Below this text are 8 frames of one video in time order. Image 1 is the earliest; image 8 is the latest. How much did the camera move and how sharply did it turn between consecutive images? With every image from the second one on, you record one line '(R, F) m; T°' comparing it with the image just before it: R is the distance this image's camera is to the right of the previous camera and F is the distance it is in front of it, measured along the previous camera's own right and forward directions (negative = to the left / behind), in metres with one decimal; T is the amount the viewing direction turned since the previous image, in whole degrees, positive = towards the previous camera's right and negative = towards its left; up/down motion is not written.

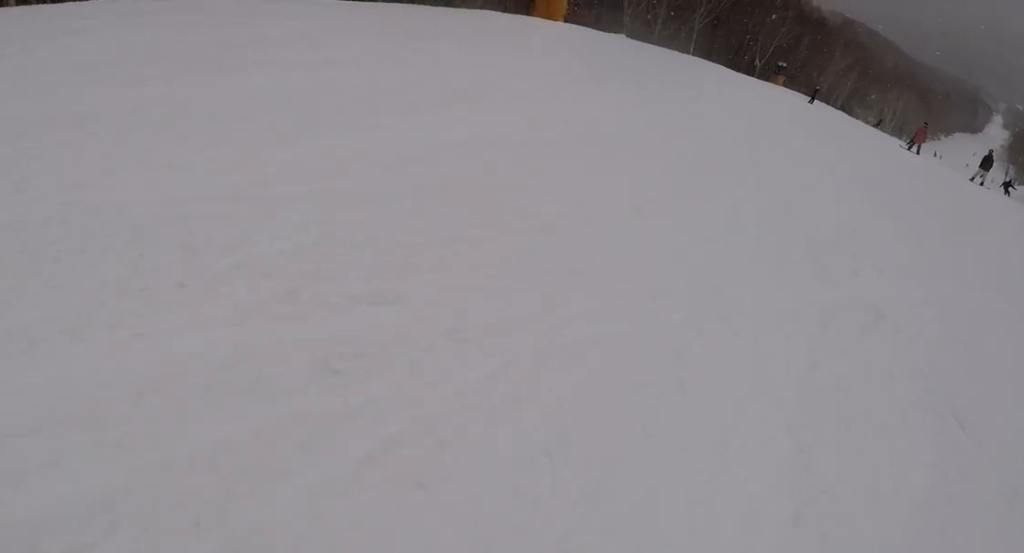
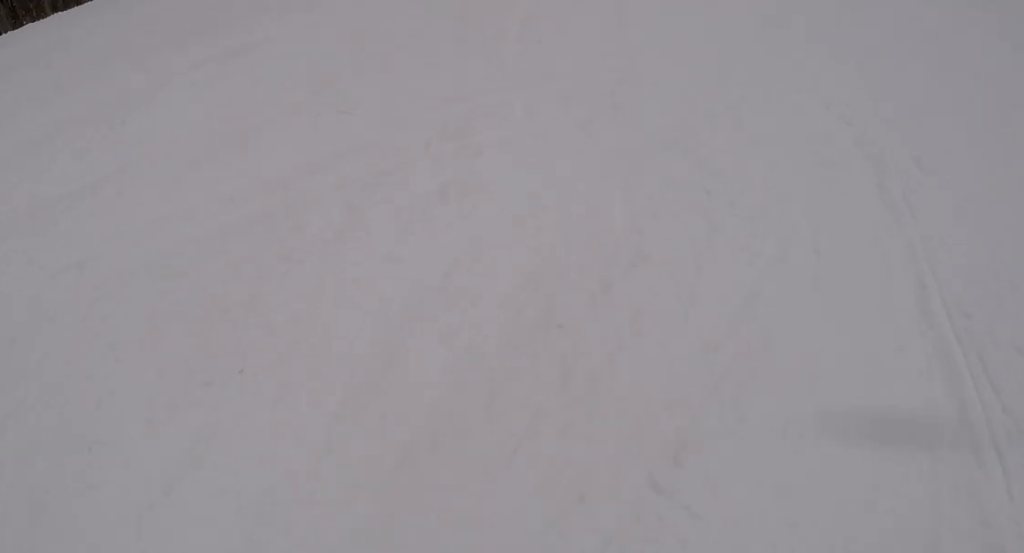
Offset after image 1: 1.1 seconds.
(+0.8, +5.3) m; +9°
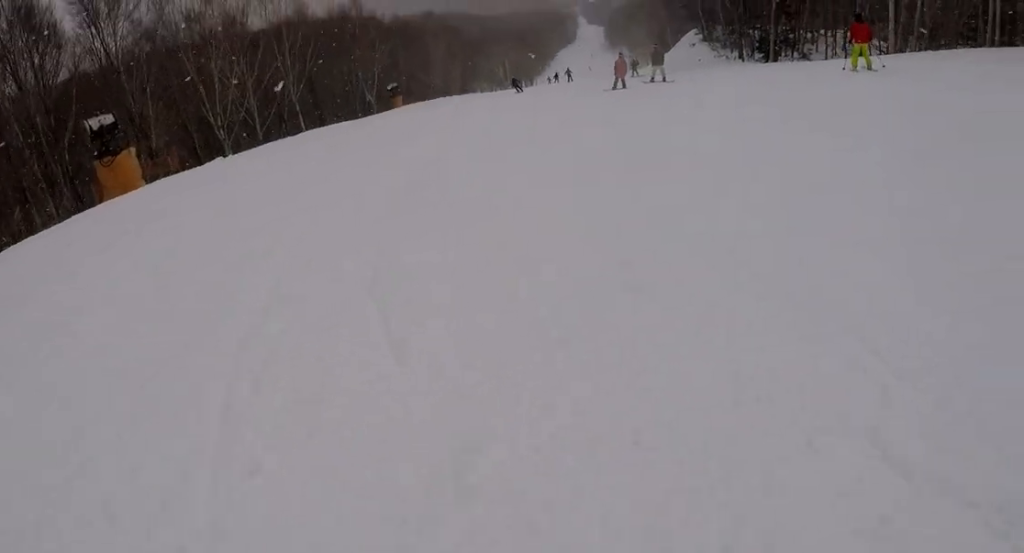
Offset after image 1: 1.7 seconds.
(+0.5, +3.2) m; 0°
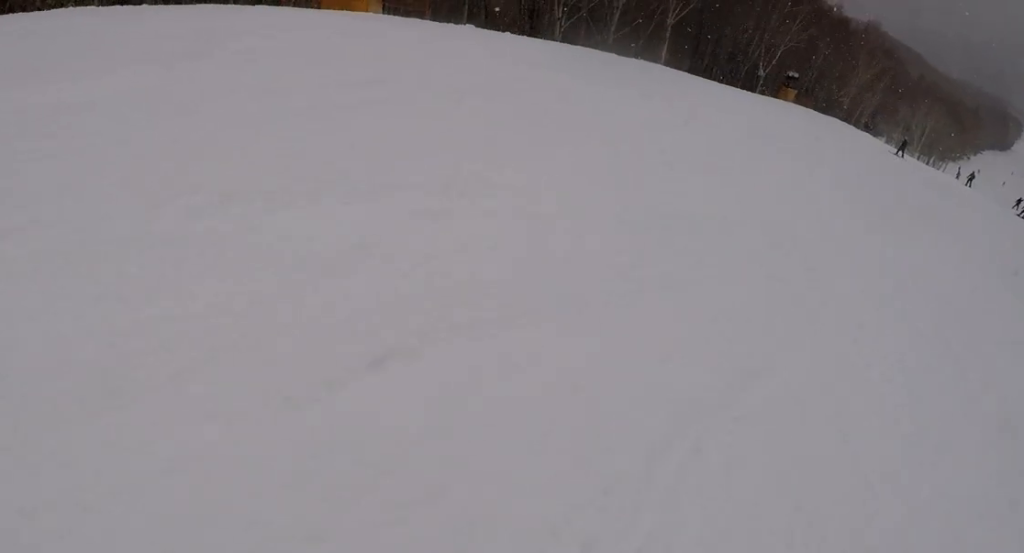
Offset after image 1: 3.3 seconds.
(-0.1, +8.5) m; 0°
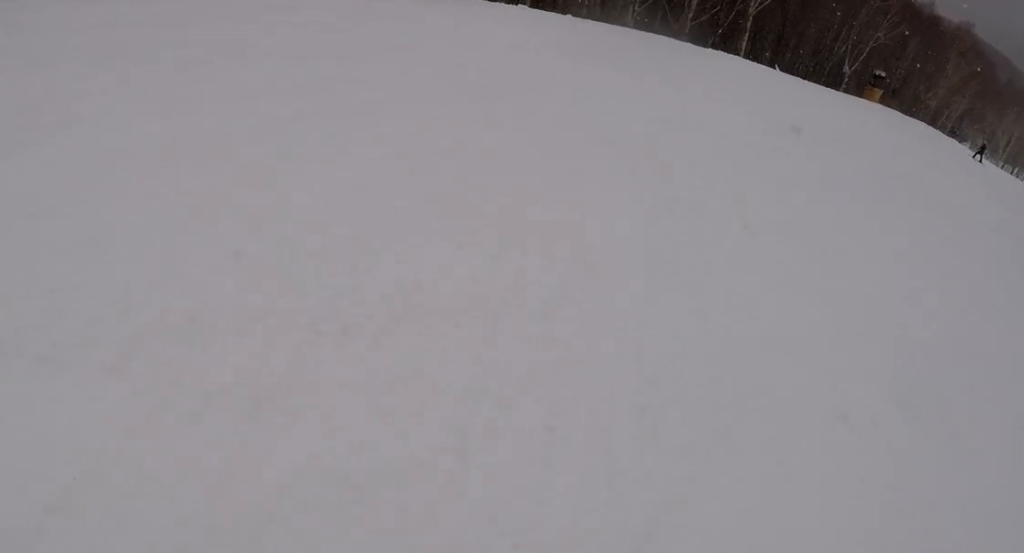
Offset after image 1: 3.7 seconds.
(+0.1, +2.4) m; 0°
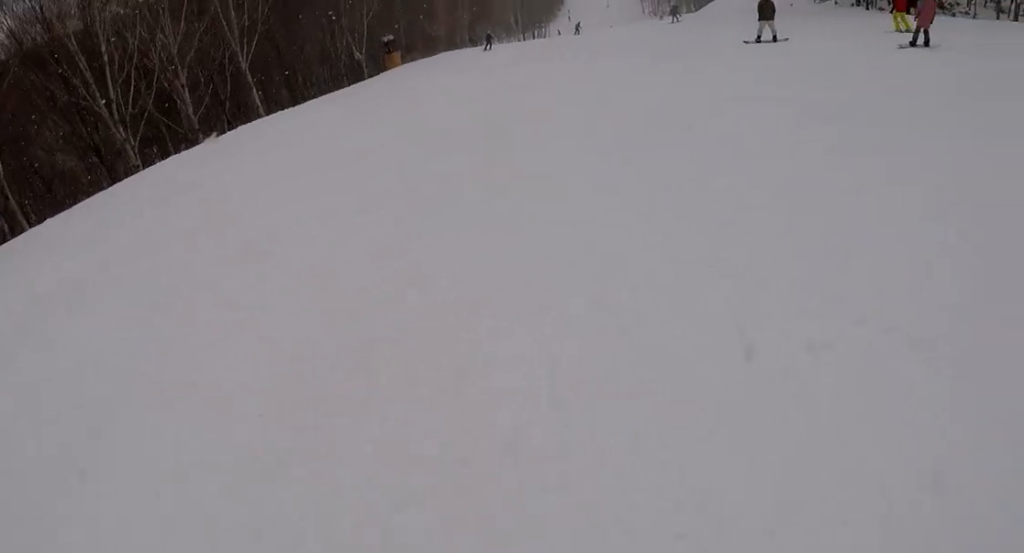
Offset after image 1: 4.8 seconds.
(-0.6, +6.1) m; +4°
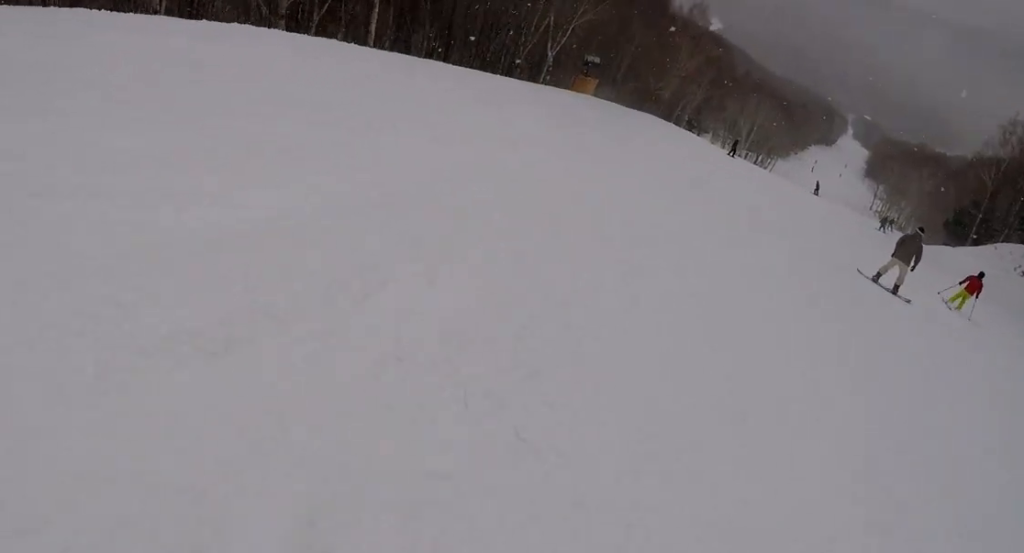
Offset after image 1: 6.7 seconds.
(+0.8, +10.9) m; -9°
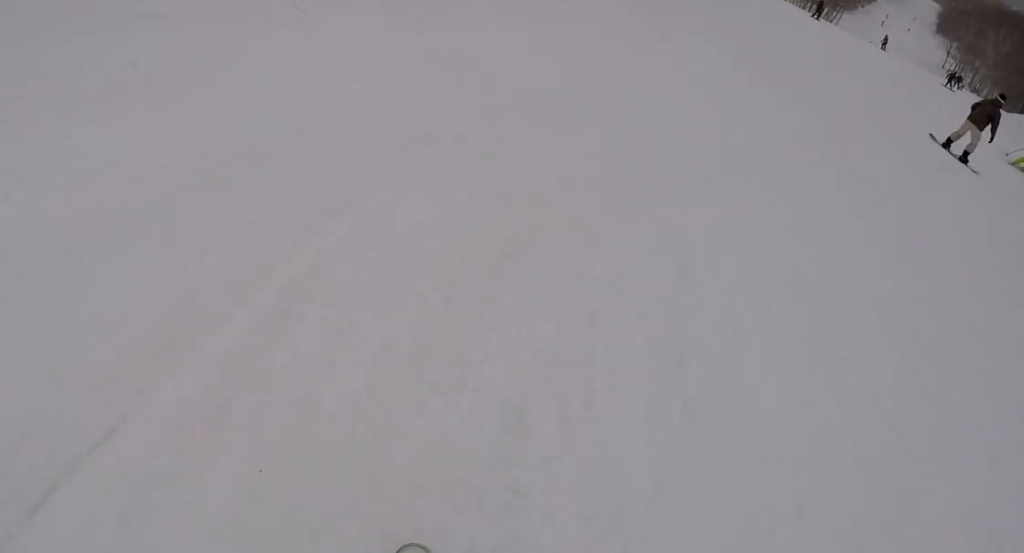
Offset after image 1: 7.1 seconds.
(-0.6, +2.4) m; +1°
